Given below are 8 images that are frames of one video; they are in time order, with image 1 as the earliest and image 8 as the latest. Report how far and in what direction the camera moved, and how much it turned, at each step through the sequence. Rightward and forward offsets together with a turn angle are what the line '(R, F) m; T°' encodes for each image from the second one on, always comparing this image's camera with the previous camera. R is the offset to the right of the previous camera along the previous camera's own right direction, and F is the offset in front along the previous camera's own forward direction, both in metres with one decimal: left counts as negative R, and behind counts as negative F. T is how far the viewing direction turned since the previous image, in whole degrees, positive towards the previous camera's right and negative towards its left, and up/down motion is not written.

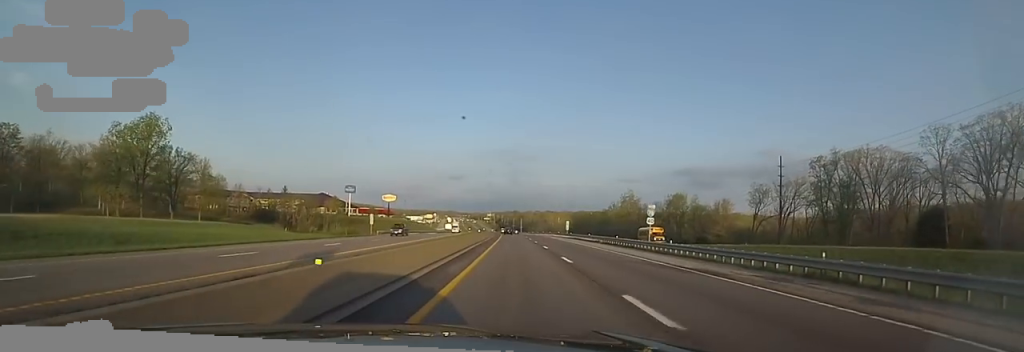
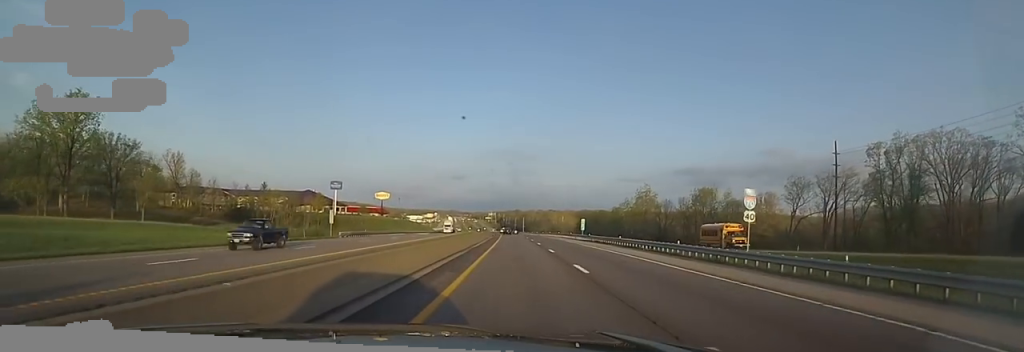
(0.0, +16.2) m; 0°
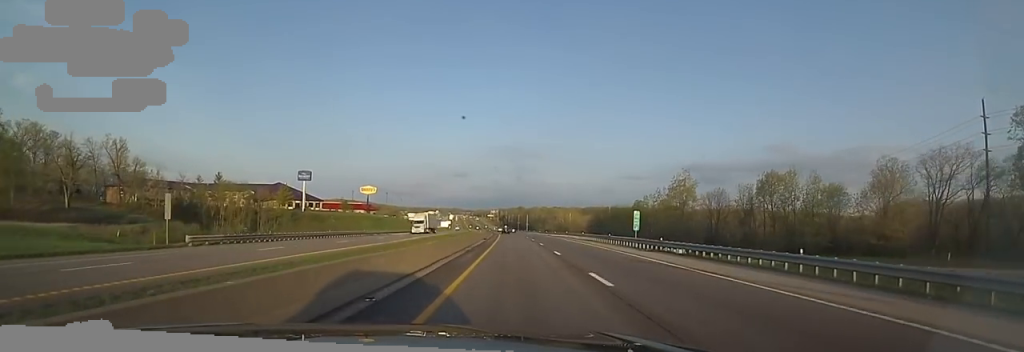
(0.0, +27.2) m; -2°
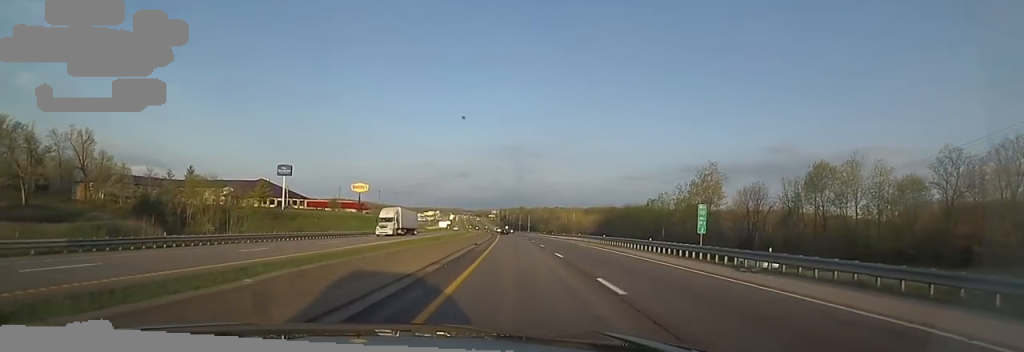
(-0.7, +14.3) m; 0°
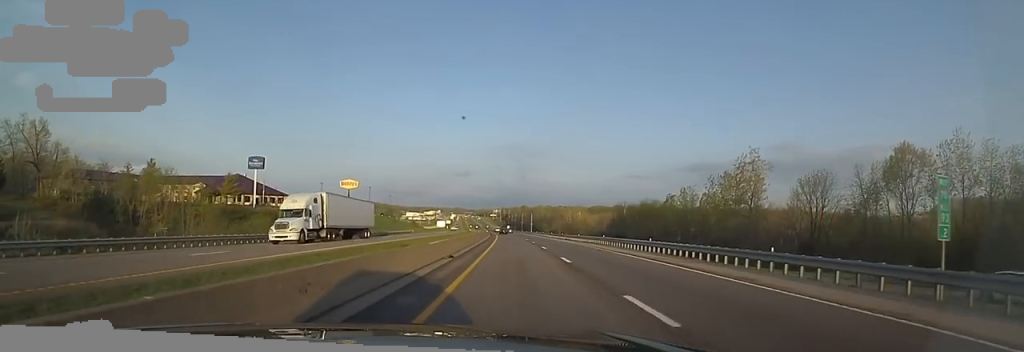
(-0.6, +15.3) m; 0°
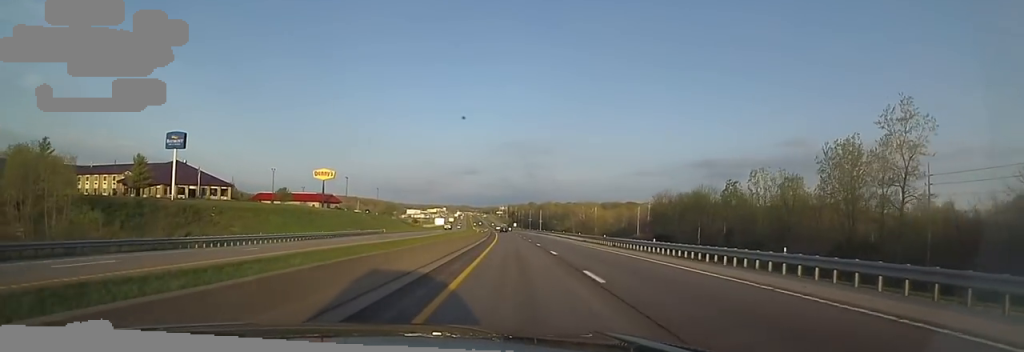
(+1.4, +31.6) m; 0°
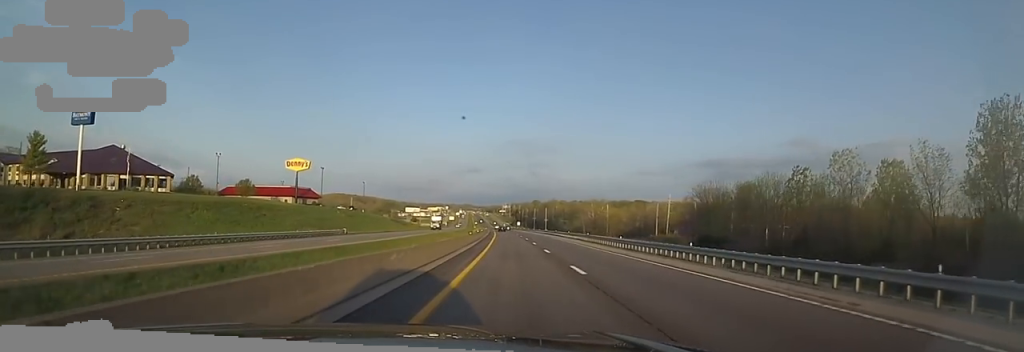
(-0.8, +22.6) m; 0°
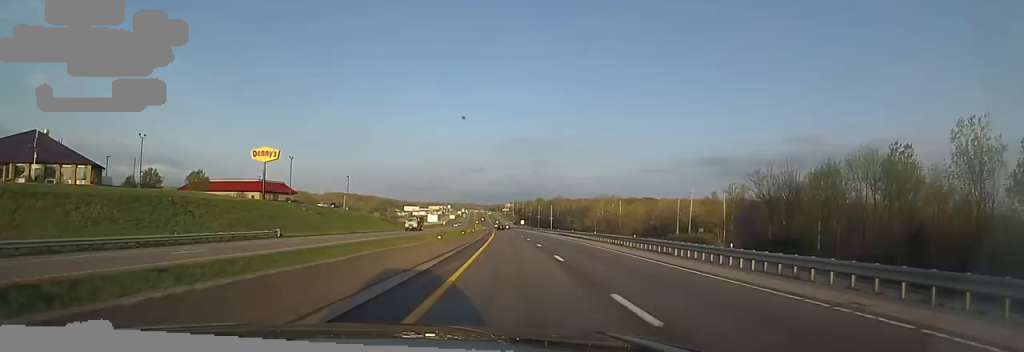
(+0.1, +20.2) m; 0°
